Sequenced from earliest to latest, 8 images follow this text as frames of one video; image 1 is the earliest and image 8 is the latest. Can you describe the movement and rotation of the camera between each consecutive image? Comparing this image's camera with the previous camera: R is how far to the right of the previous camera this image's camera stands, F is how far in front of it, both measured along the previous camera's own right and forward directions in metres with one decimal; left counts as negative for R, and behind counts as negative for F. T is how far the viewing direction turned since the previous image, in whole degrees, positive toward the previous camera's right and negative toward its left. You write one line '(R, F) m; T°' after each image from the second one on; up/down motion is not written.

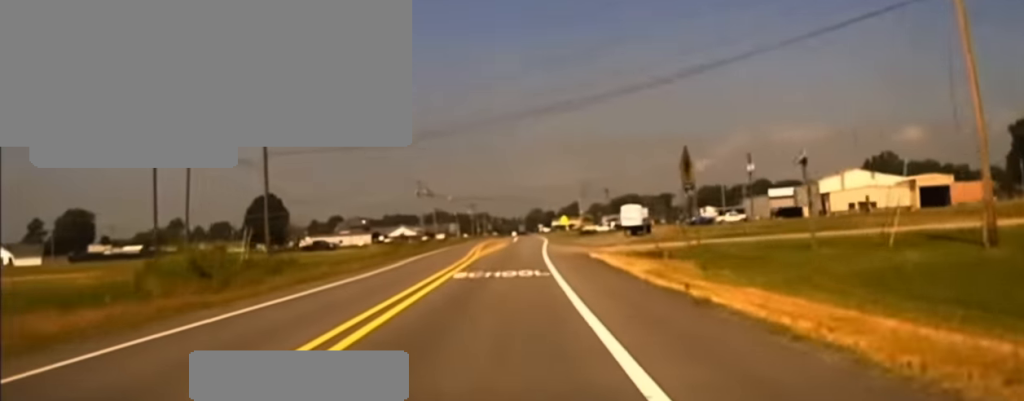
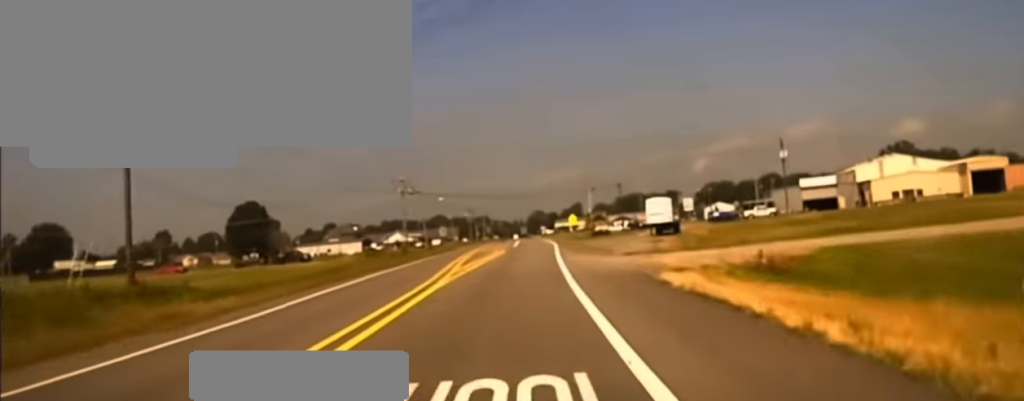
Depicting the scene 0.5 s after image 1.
(-0.2, +23.8) m; 0°
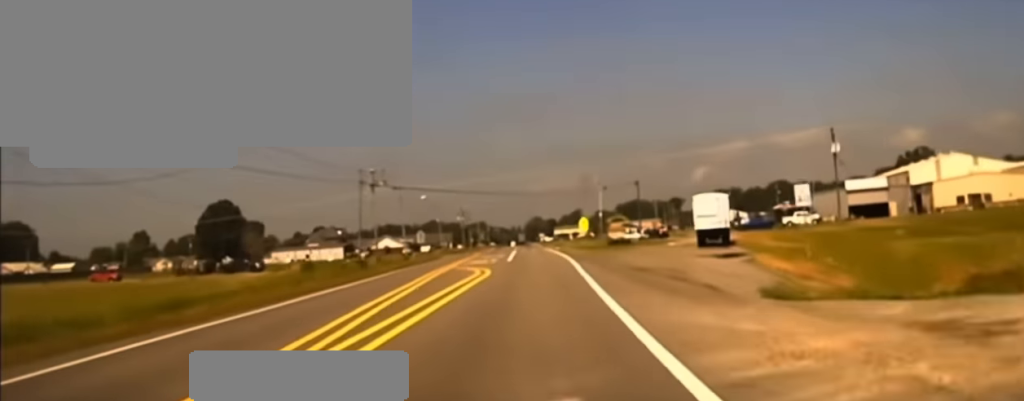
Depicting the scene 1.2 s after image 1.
(+0.2, +22.8) m; +1°
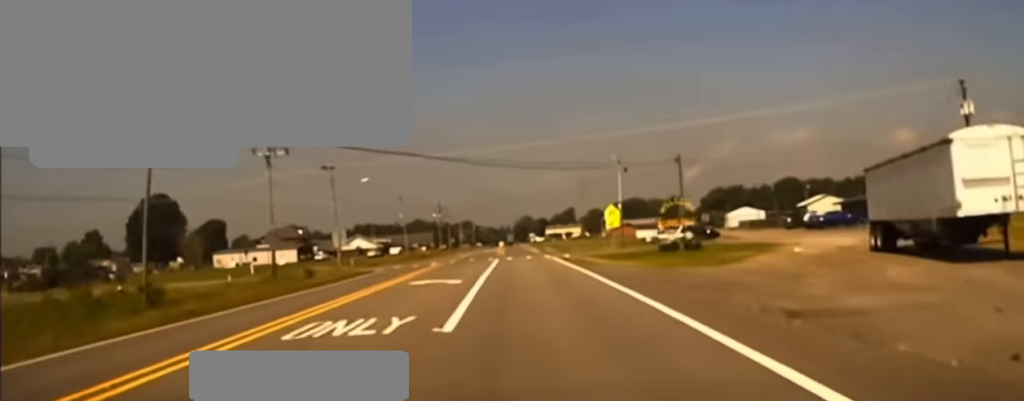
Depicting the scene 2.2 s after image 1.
(+0.4, +31.9) m; +1°
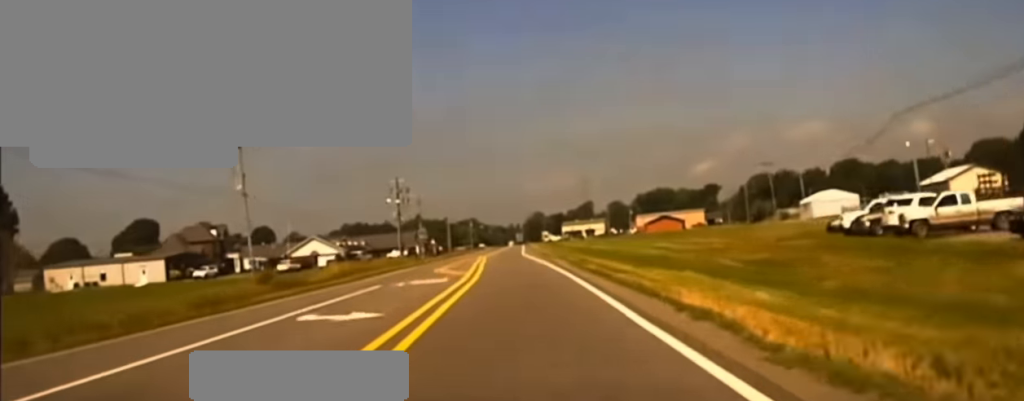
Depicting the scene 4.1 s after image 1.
(-0.3, +63.9) m; -1°
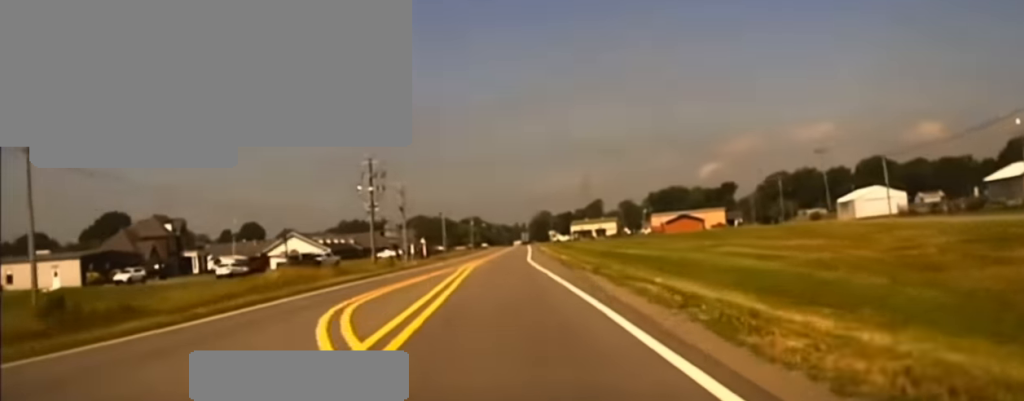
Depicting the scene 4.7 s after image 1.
(-0.2, +25.3) m; 0°
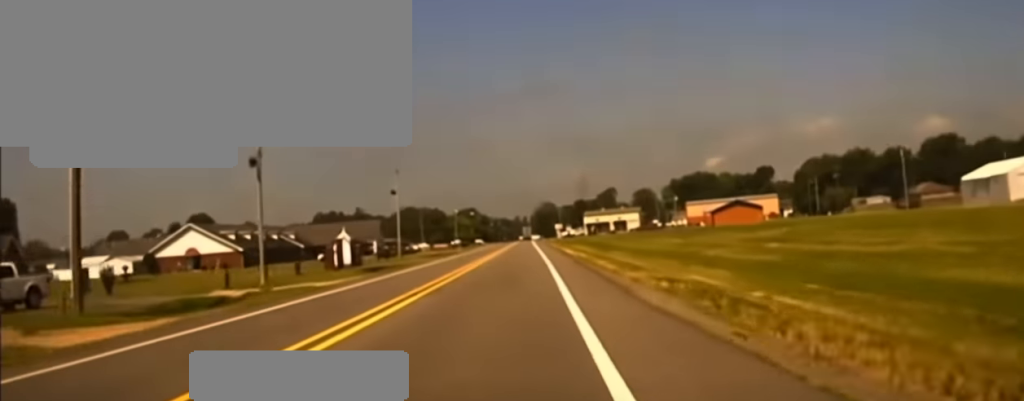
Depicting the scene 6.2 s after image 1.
(0.0, +81.0) m; 0°
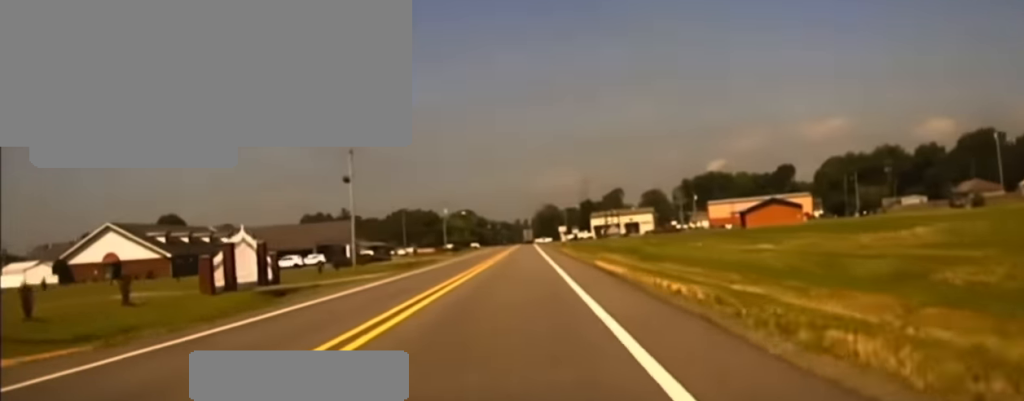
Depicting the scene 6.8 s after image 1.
(0.0, +36.5) m; 0°
